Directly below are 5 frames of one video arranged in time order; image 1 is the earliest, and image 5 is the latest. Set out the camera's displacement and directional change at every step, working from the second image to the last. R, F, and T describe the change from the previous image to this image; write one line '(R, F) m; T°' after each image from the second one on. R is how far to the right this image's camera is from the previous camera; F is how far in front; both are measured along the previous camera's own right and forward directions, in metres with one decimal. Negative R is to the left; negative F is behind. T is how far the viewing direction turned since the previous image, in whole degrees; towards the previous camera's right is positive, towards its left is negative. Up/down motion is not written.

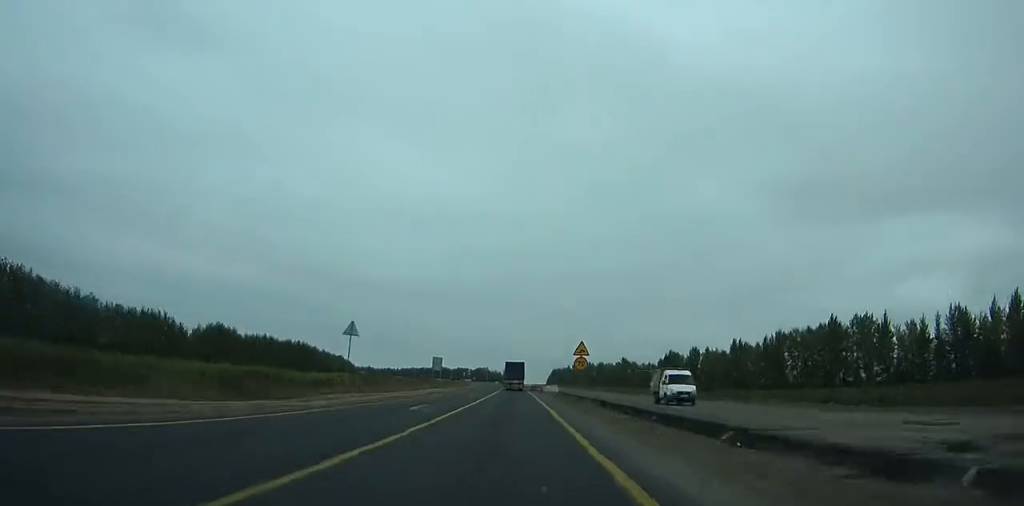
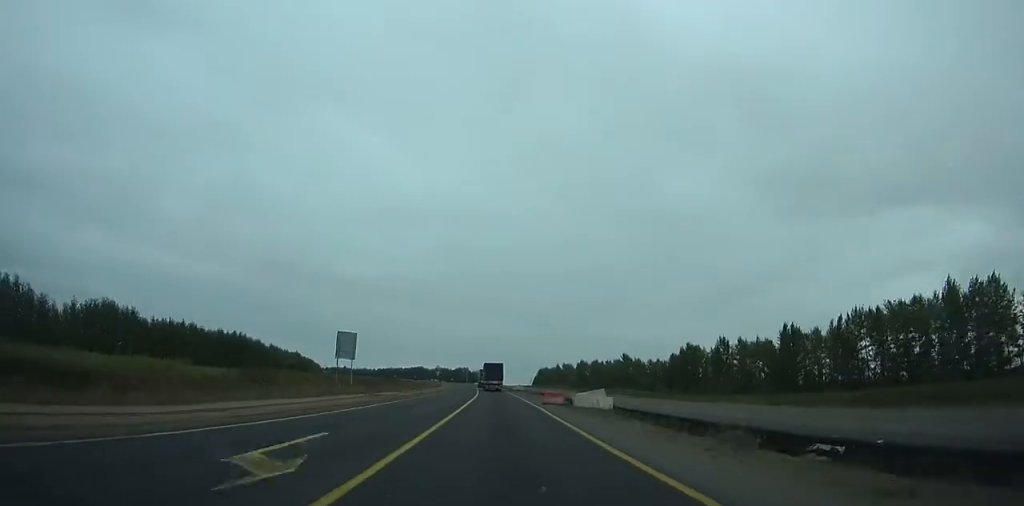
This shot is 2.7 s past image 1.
(+1.5, +44.0) m; +3°
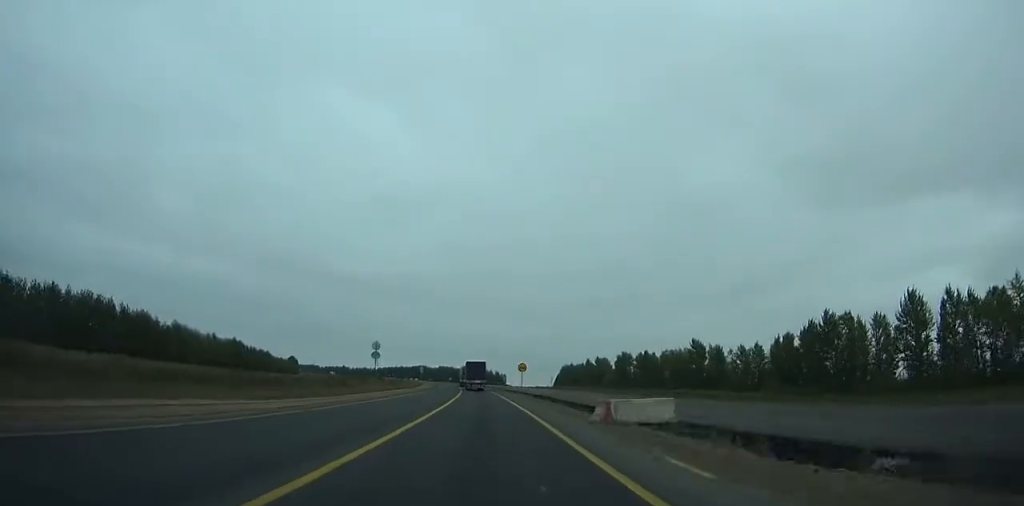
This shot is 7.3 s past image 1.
(+1.7, +79.0) m; 0°
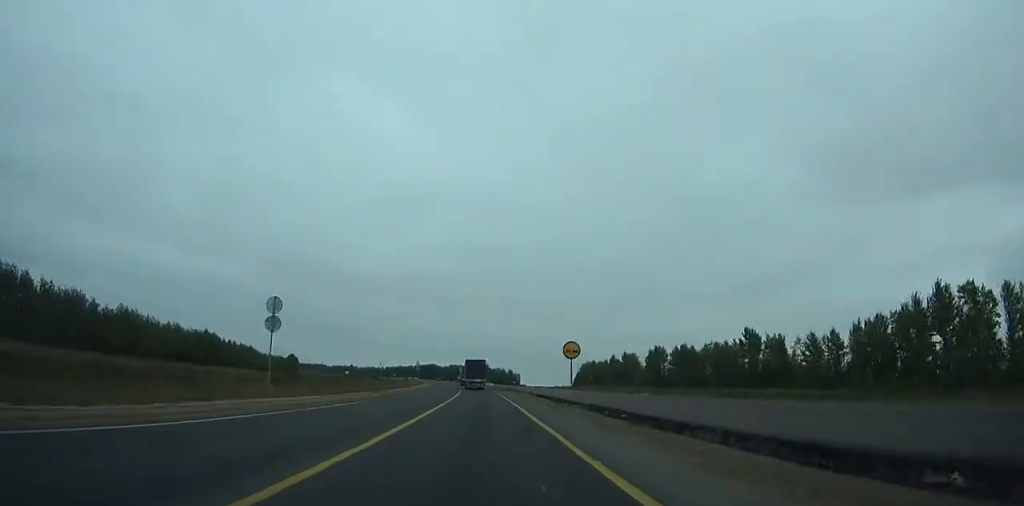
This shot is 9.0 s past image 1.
(-0.3, +30.9) m; -1°
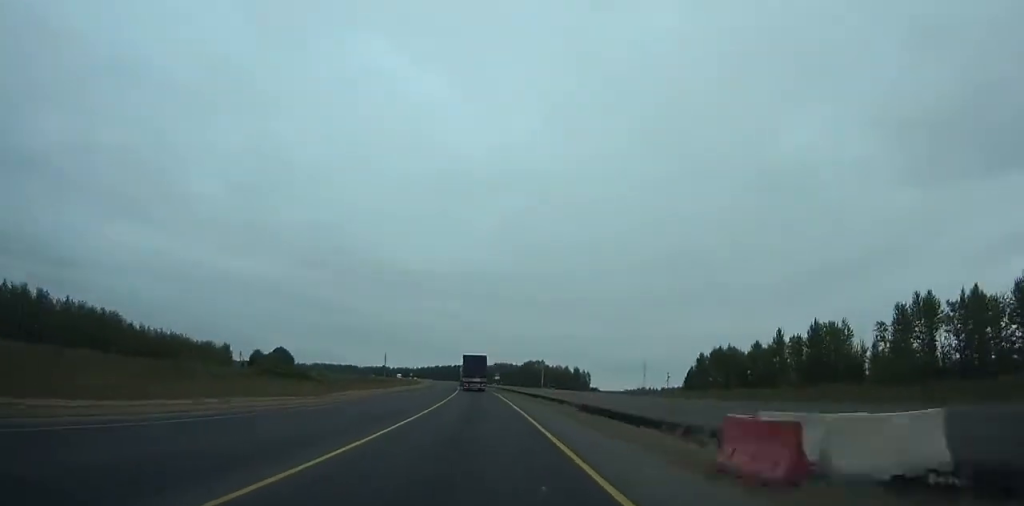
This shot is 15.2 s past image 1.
(-4.3, +117.0) m; -4°
